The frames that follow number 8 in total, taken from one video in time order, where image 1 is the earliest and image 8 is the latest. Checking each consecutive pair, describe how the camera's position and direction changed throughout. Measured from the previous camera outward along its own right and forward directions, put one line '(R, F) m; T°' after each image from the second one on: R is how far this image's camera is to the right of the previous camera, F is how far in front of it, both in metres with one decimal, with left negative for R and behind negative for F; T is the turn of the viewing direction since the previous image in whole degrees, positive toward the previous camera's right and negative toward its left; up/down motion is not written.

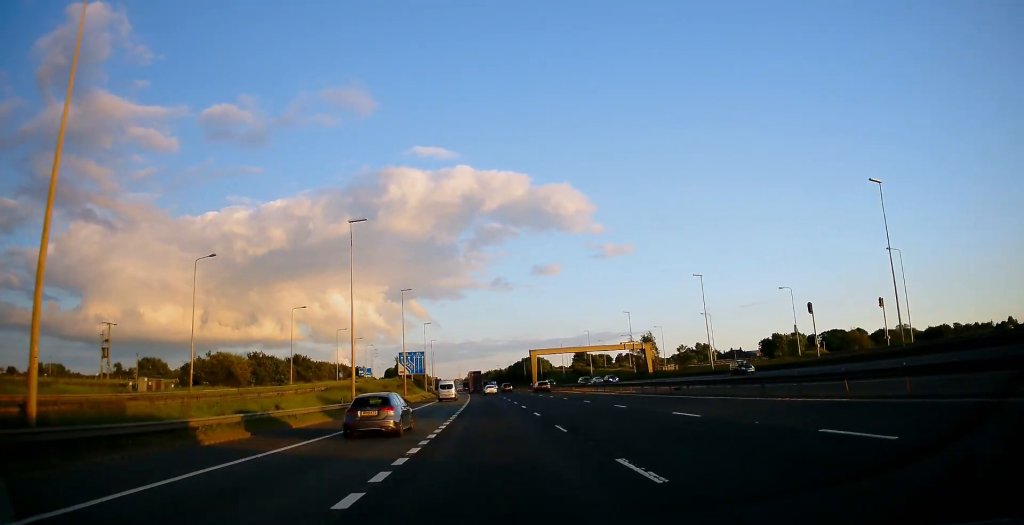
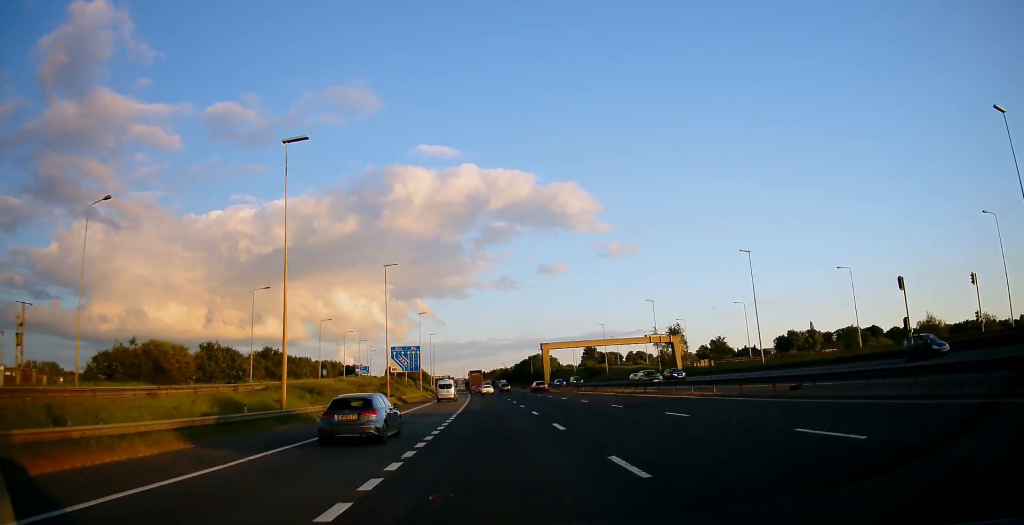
(-0.3, +16.9) m; 0°
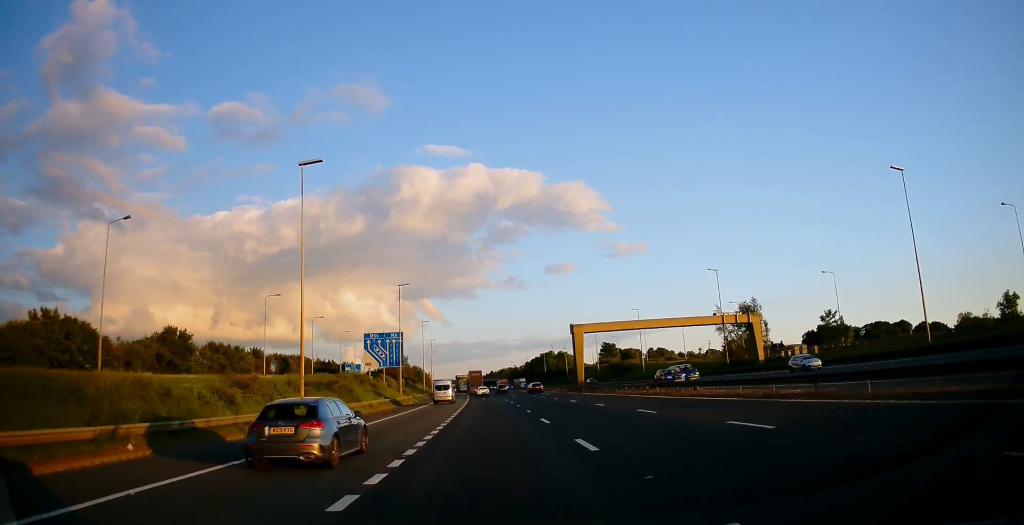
(+0.1, +32.1) m; -1°
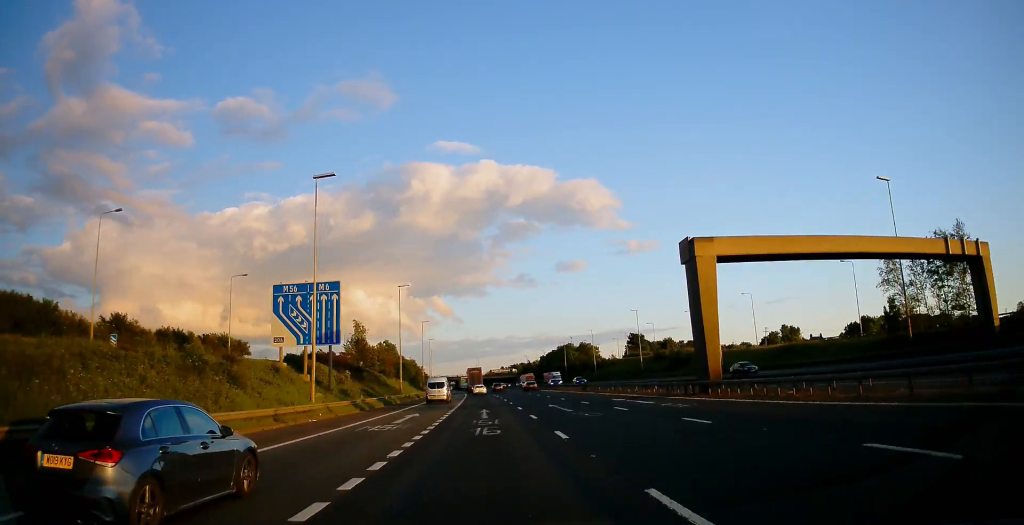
(-0.7, +41.6) m; -1°
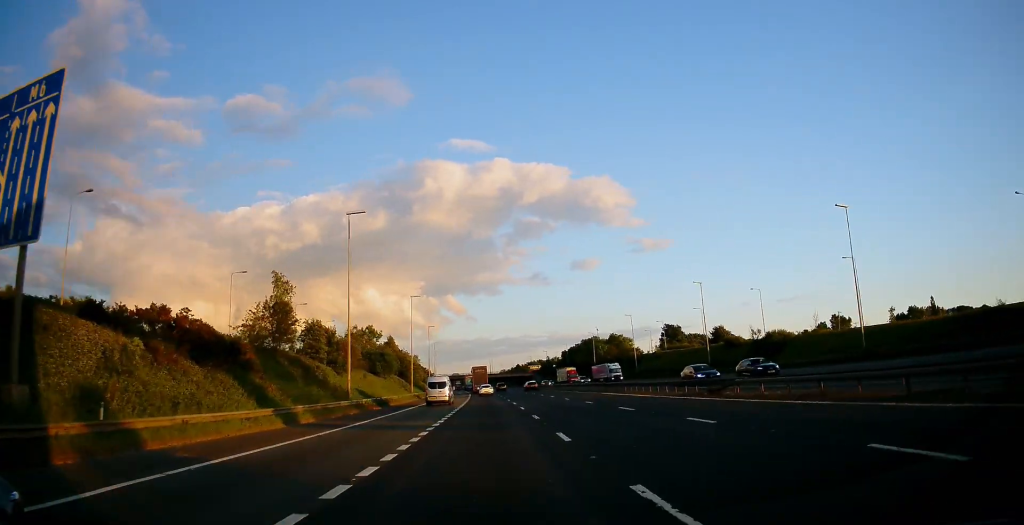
(-0.2, +35.2) m; -1°
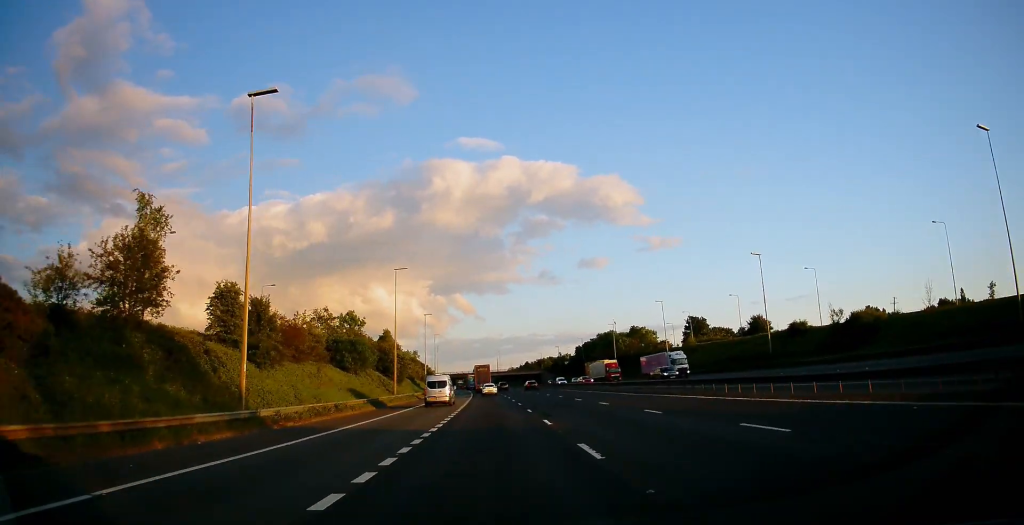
(-0.1, +21.4) m; -1°
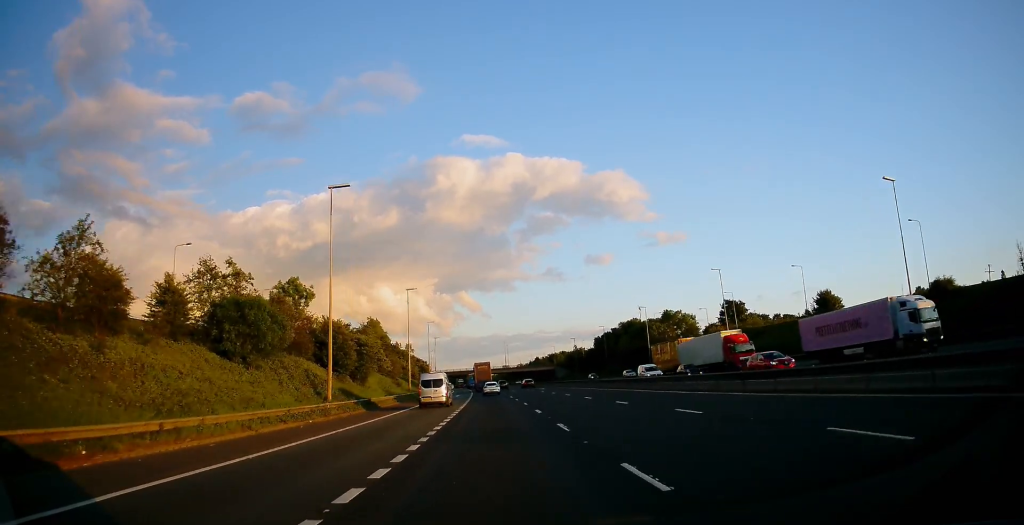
(-0.3, +30.9) m; -1°
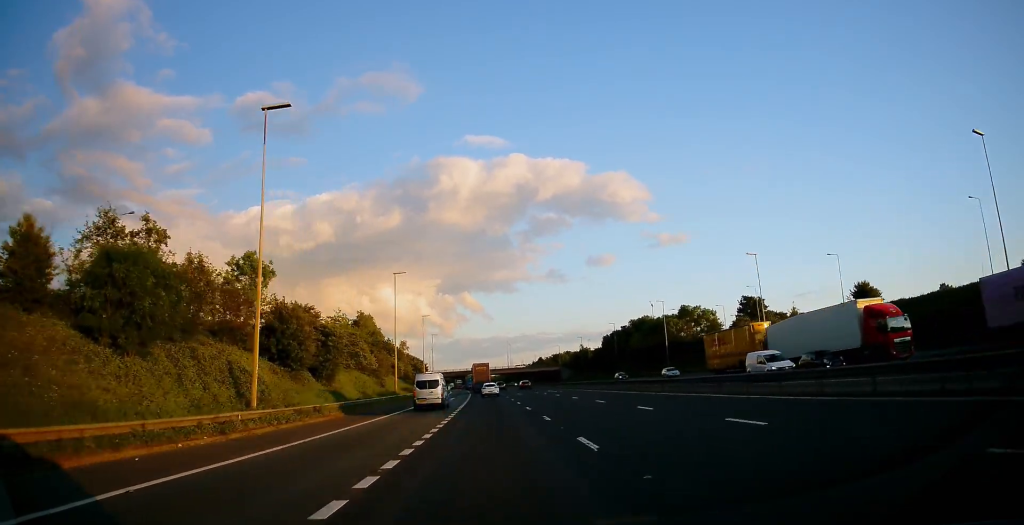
(0.0, +13.2) m; 0°
